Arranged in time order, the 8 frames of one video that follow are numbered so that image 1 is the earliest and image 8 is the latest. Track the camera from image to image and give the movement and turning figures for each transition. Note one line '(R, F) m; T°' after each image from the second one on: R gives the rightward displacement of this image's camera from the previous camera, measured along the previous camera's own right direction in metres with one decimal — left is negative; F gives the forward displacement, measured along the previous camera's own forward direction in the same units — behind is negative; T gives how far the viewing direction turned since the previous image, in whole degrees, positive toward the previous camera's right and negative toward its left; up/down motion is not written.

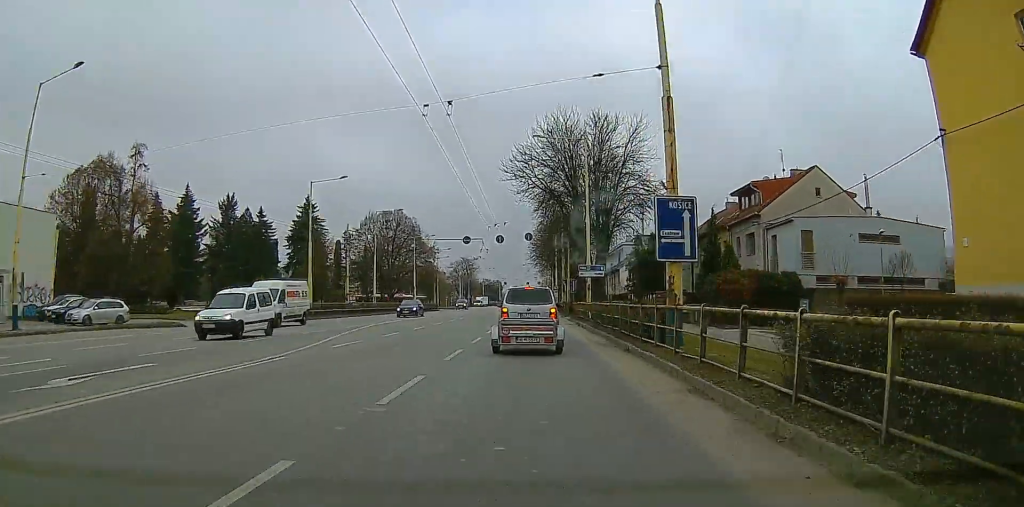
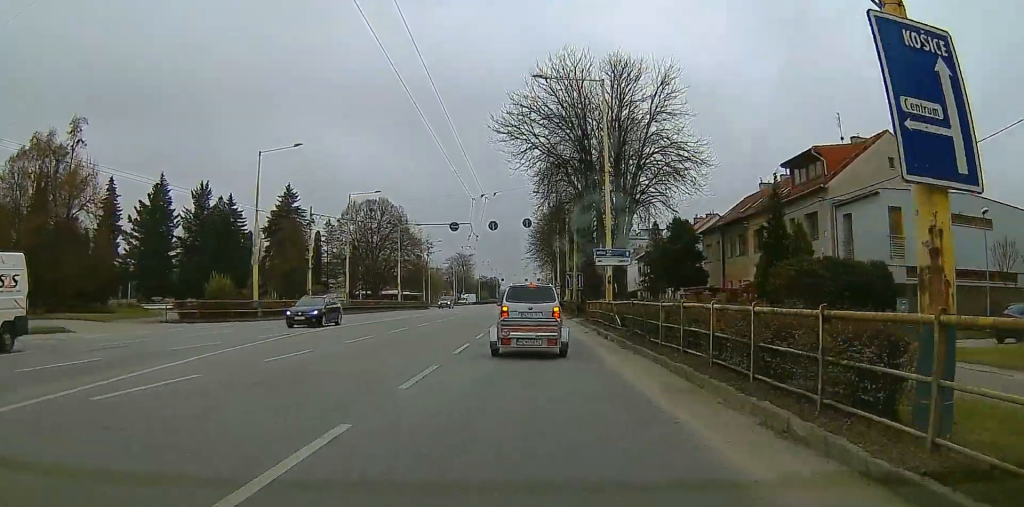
(0.0, +10.3) m; 0°
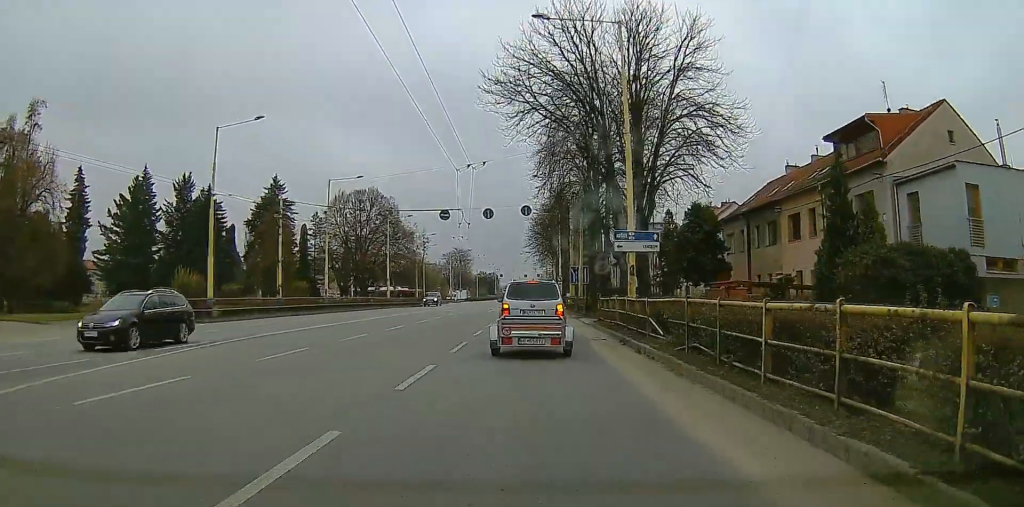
(-0.1, +6.6) m; -1°
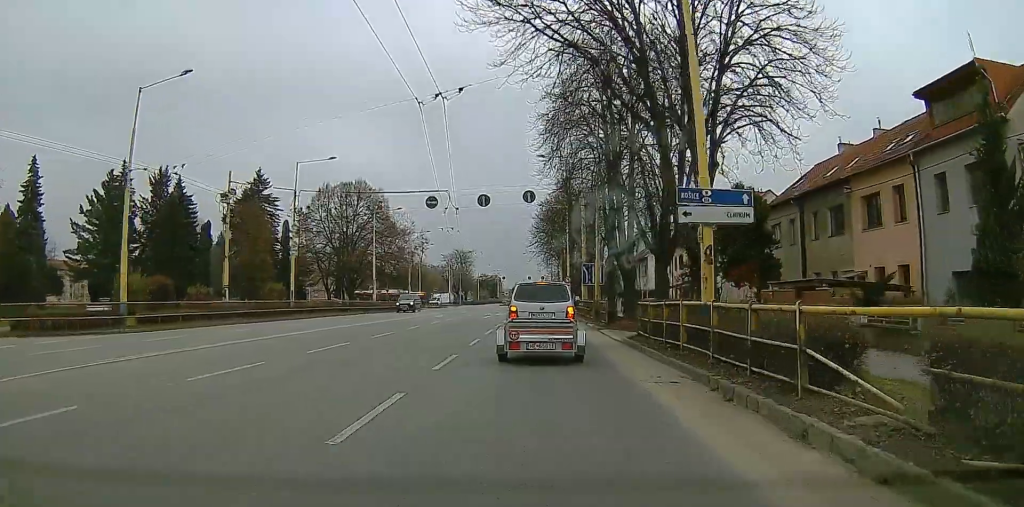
(0.0, +9.7) m; 0°
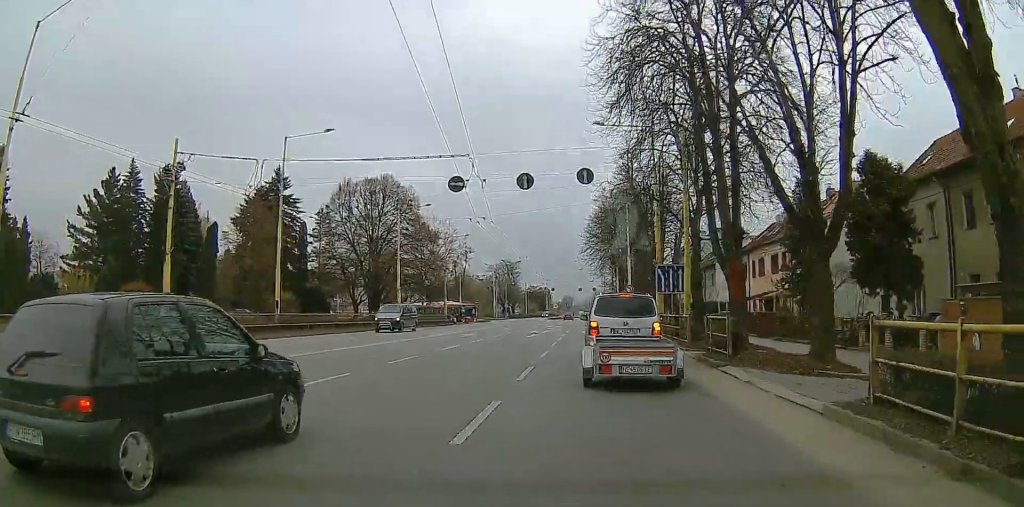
(0.0, +11.9) m; 0°
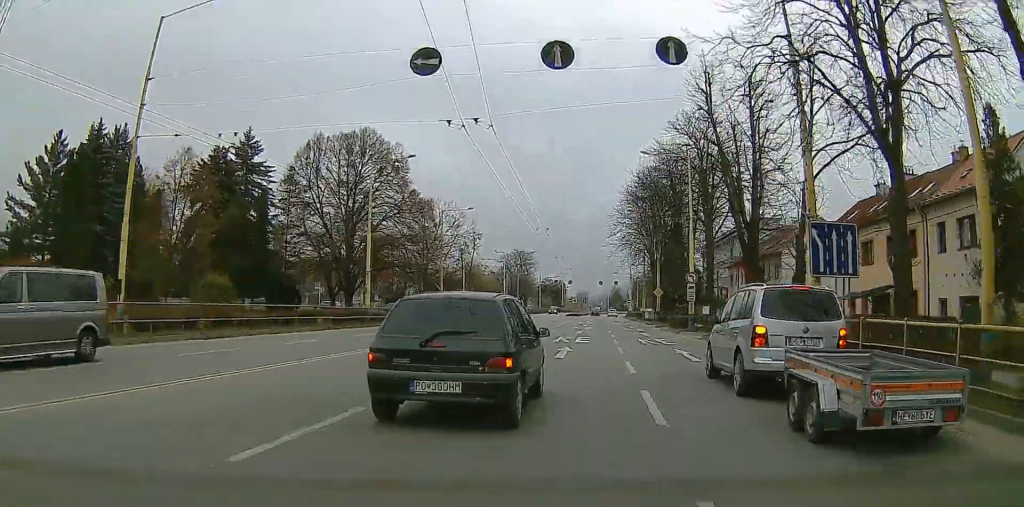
(0.0, +16.9) m; 0°
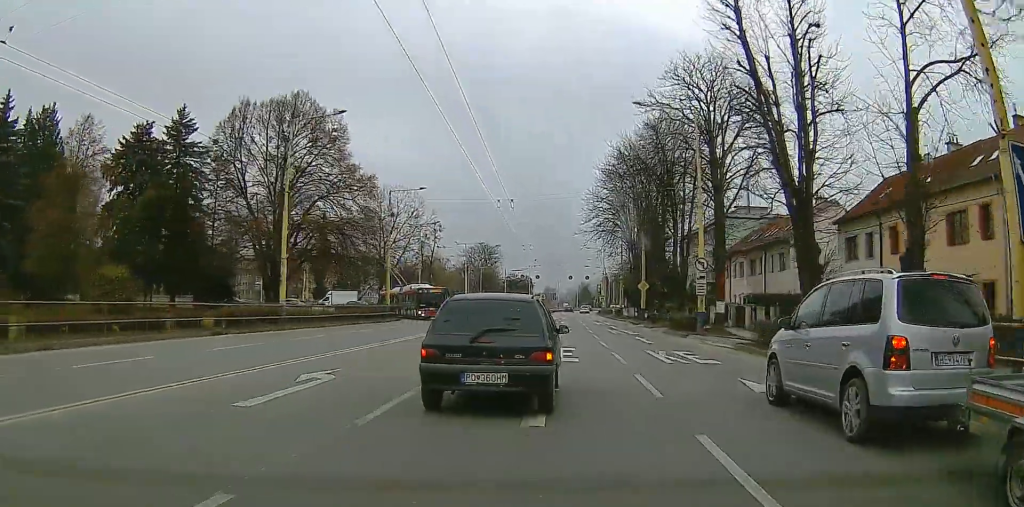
(0.0, +9.7) m; 0°
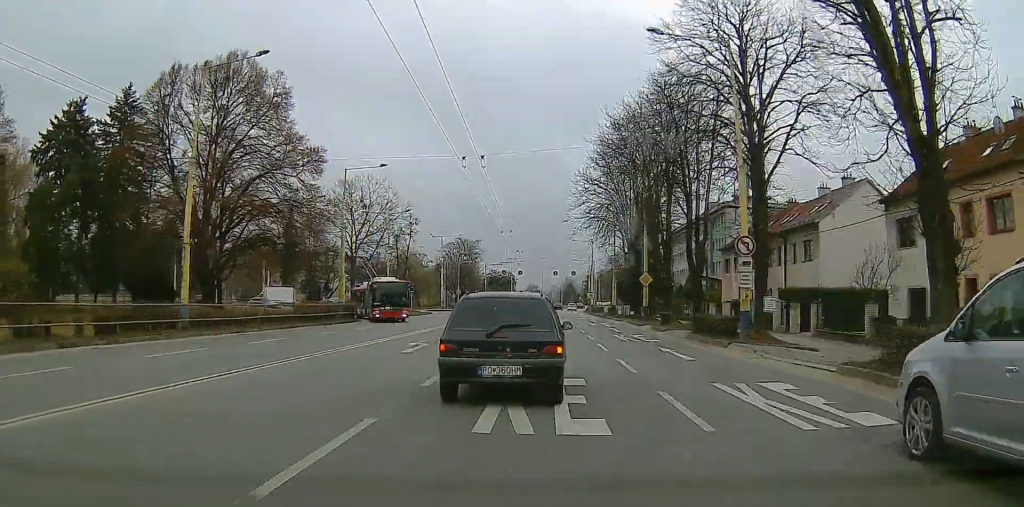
(0.0, +8.7) m; 0°
